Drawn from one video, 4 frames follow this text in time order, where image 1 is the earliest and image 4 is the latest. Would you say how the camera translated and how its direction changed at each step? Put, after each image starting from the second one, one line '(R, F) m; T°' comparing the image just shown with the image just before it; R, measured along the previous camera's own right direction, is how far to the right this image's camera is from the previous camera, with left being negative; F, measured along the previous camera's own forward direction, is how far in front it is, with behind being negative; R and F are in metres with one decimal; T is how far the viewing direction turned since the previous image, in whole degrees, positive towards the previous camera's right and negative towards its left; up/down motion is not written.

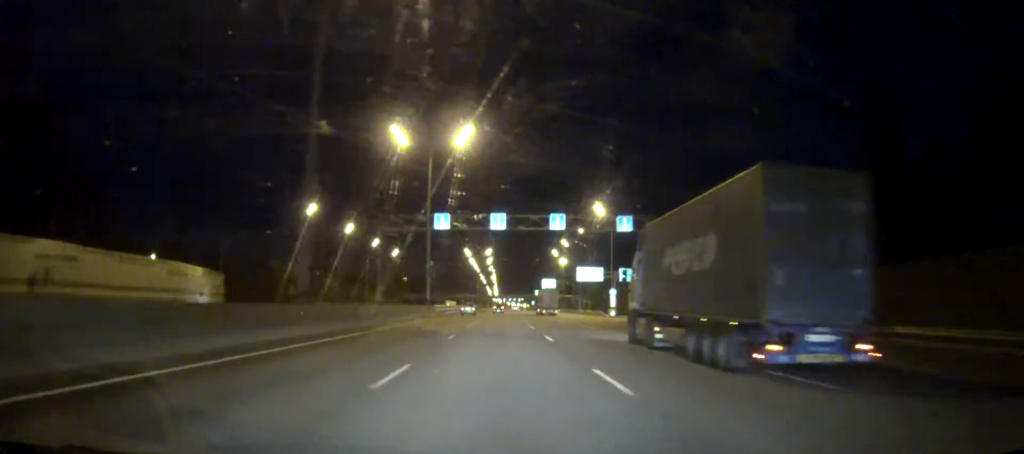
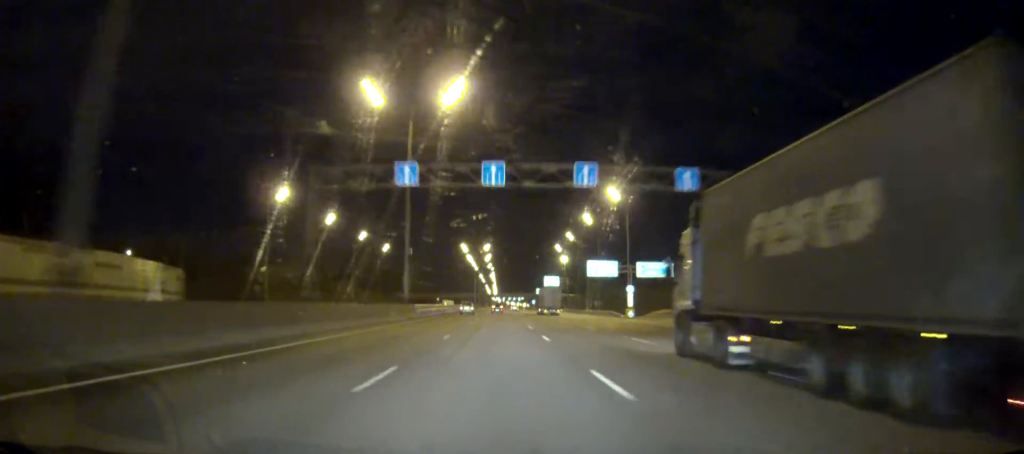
(+0.1, +16.5) m; 0°
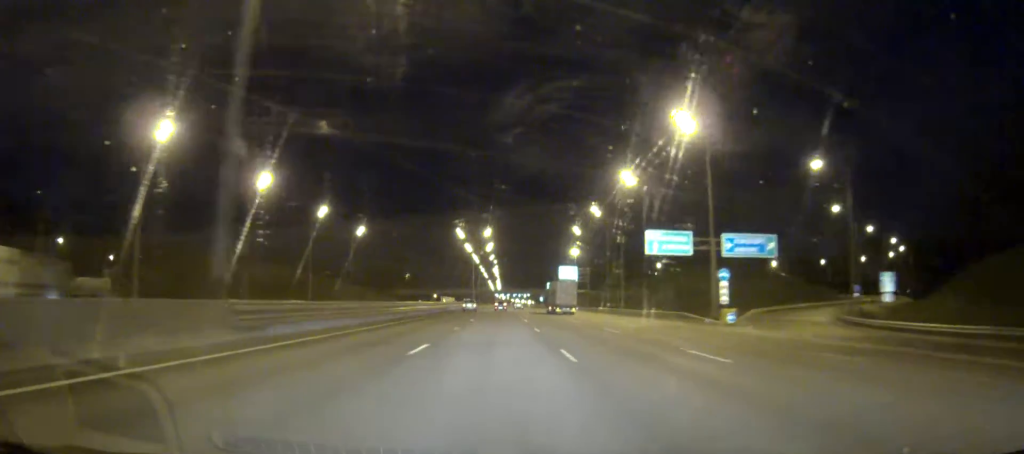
(0.0, +41.3) m; 0°
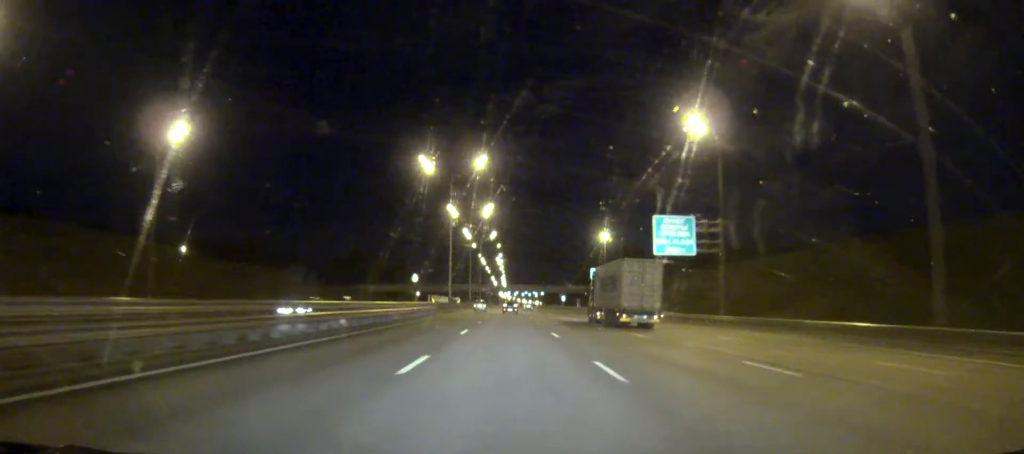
(-0.4, +99.4) m; 0°
